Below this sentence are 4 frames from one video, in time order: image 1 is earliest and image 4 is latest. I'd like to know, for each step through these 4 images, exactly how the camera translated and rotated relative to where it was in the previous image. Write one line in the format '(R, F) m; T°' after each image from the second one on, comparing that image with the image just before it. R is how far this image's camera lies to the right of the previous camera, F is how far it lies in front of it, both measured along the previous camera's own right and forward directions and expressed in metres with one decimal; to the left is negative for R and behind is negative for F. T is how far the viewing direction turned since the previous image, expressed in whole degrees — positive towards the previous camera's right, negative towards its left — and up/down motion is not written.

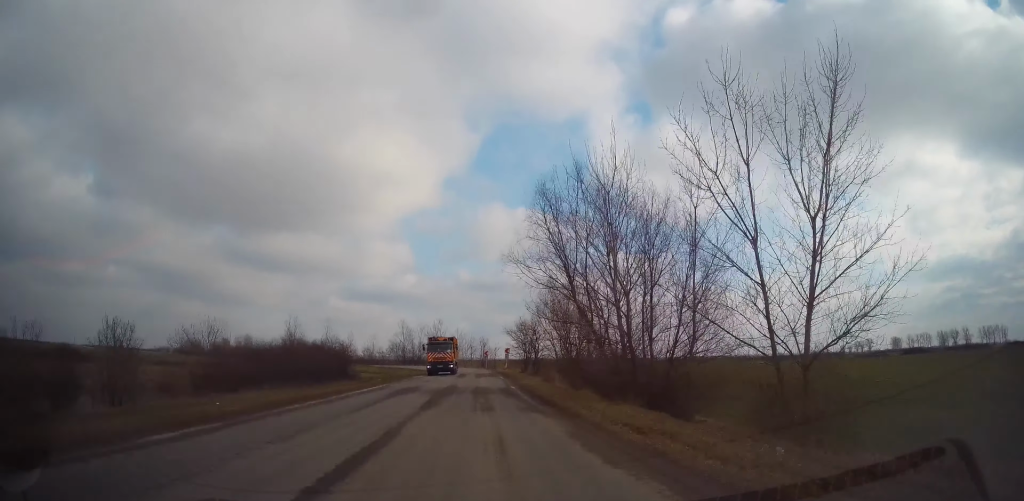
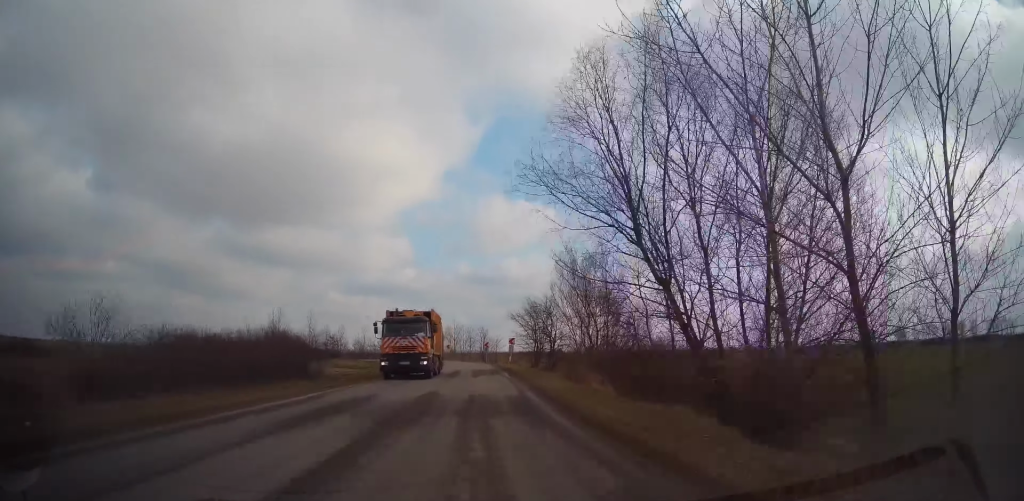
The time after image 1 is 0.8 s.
(+0.1, +10.9) m; 0°
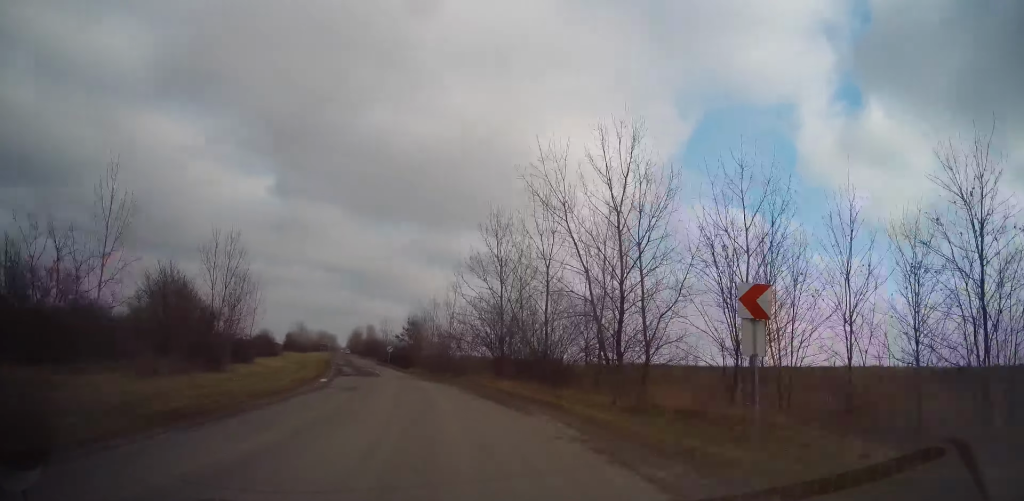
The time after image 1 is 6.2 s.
(-5.9, +80.1) m; -20°
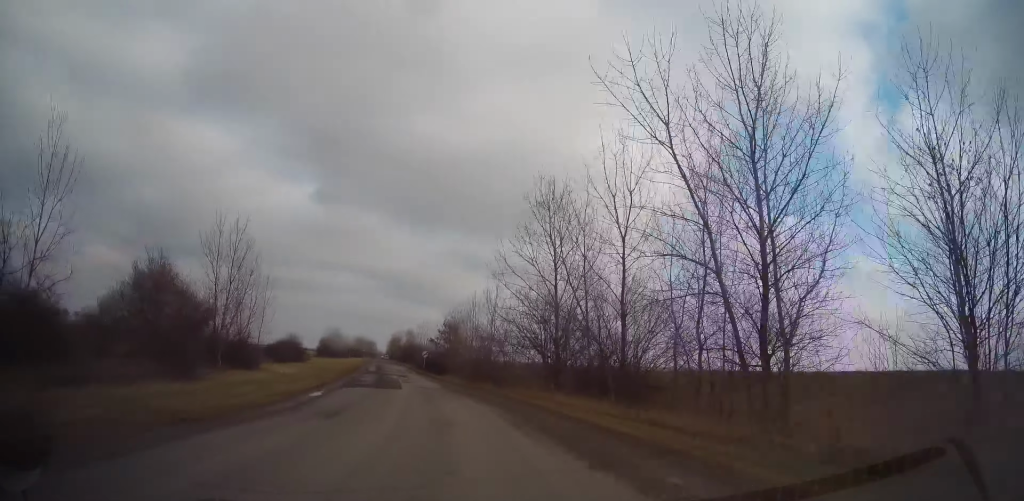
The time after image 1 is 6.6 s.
(-0.1, +7.1) m; -4°
